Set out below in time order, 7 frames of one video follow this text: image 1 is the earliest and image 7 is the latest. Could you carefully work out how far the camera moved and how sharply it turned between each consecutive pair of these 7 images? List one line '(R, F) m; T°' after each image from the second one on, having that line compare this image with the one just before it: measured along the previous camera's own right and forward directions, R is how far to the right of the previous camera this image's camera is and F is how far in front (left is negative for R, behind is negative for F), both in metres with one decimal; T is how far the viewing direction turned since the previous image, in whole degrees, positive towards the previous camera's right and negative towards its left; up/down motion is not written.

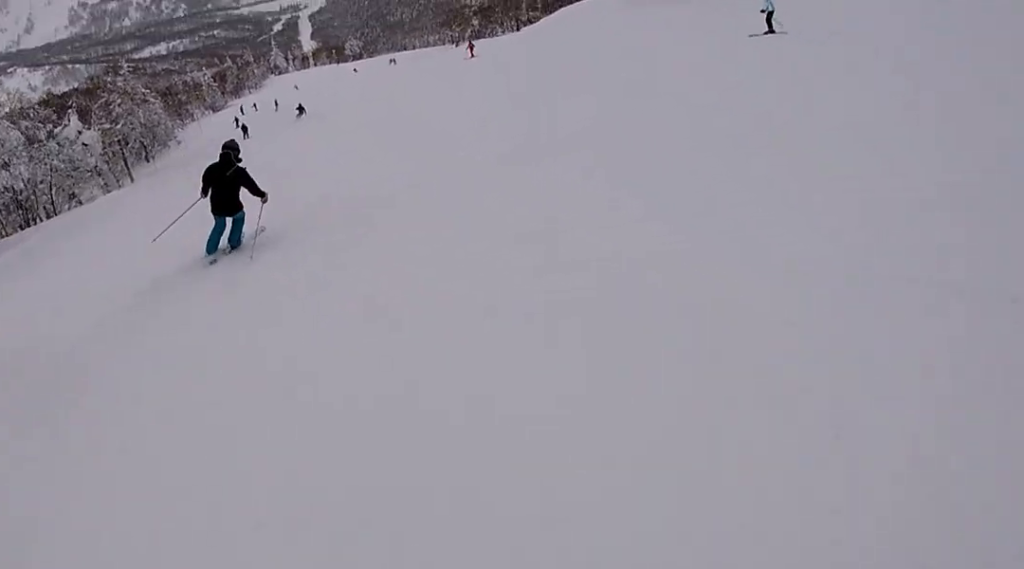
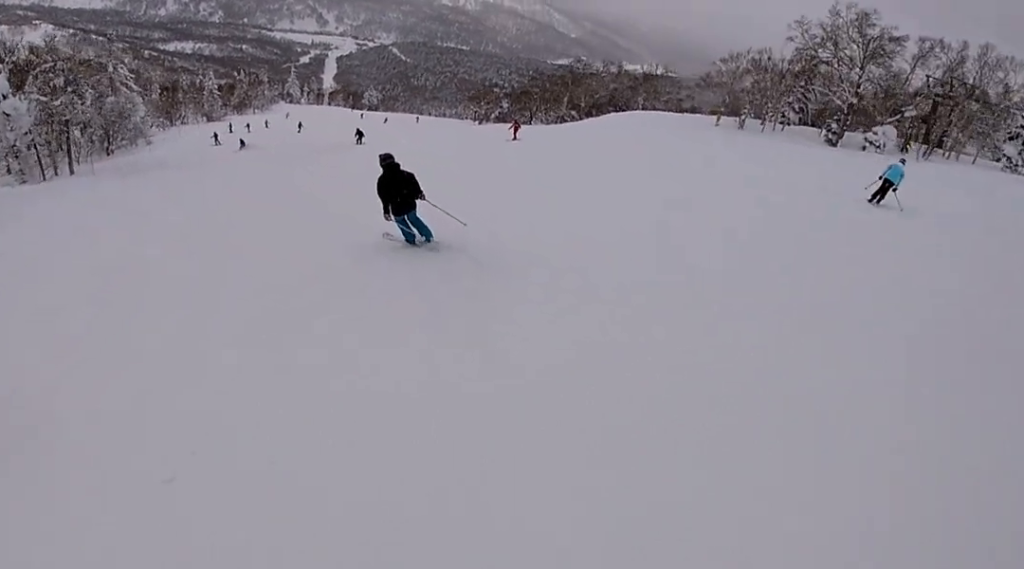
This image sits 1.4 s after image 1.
(+2.4, +13.6) m; -1°
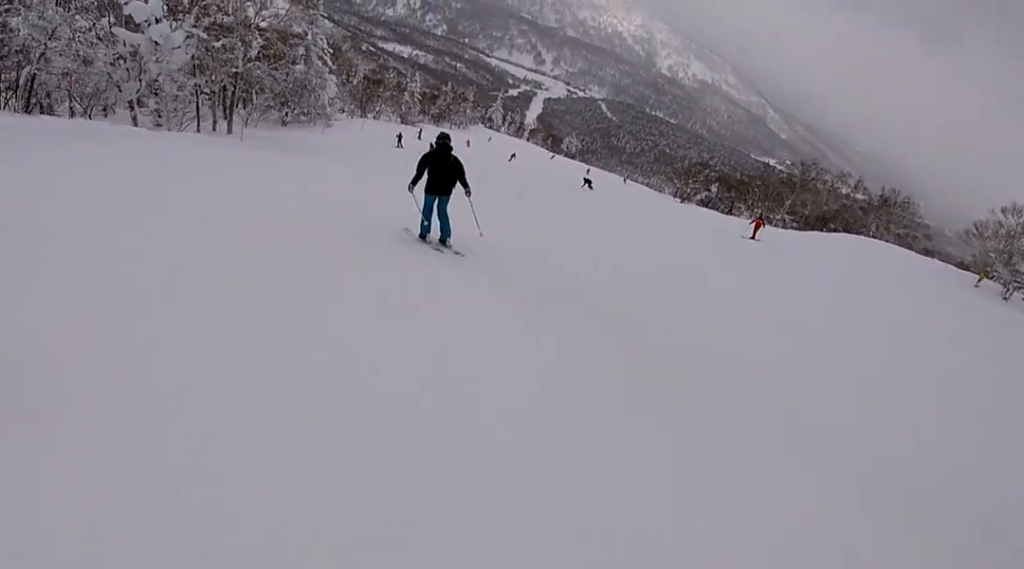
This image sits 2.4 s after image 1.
(-1.3, +9.6) m; -8°
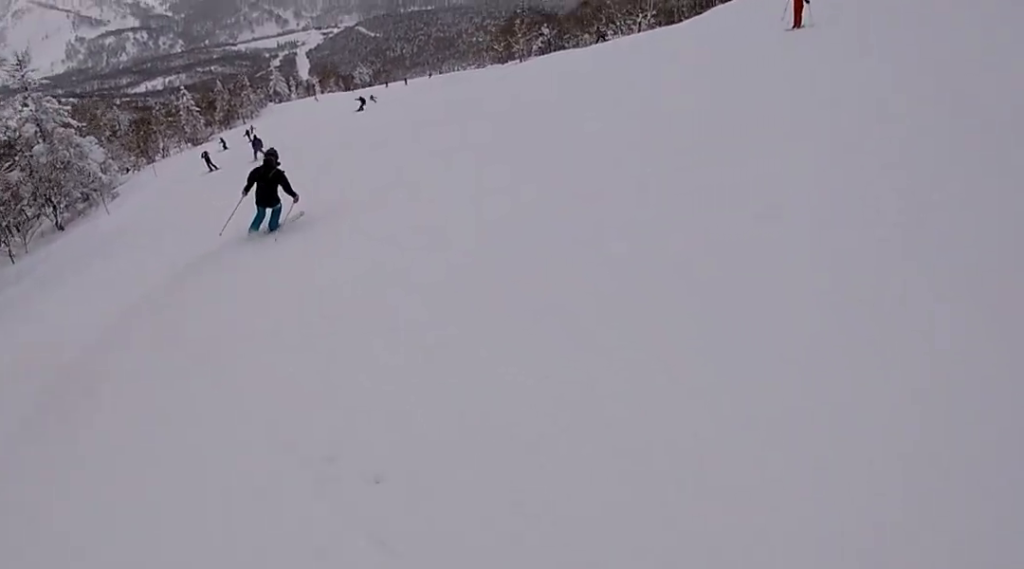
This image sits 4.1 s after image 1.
(+1.0, +17.1) m; +11°
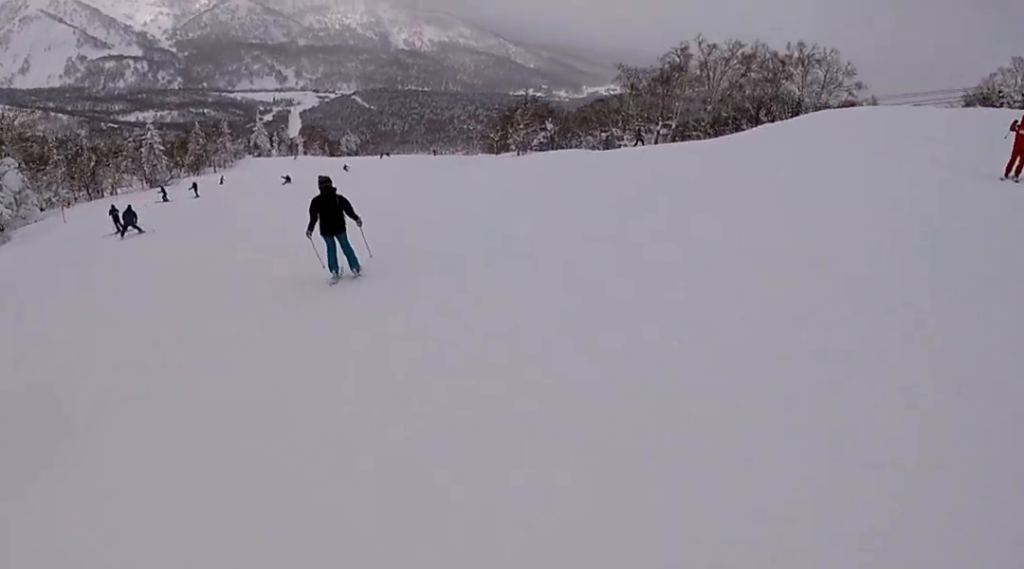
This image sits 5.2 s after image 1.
(+0.8, +11.8) m; +7°
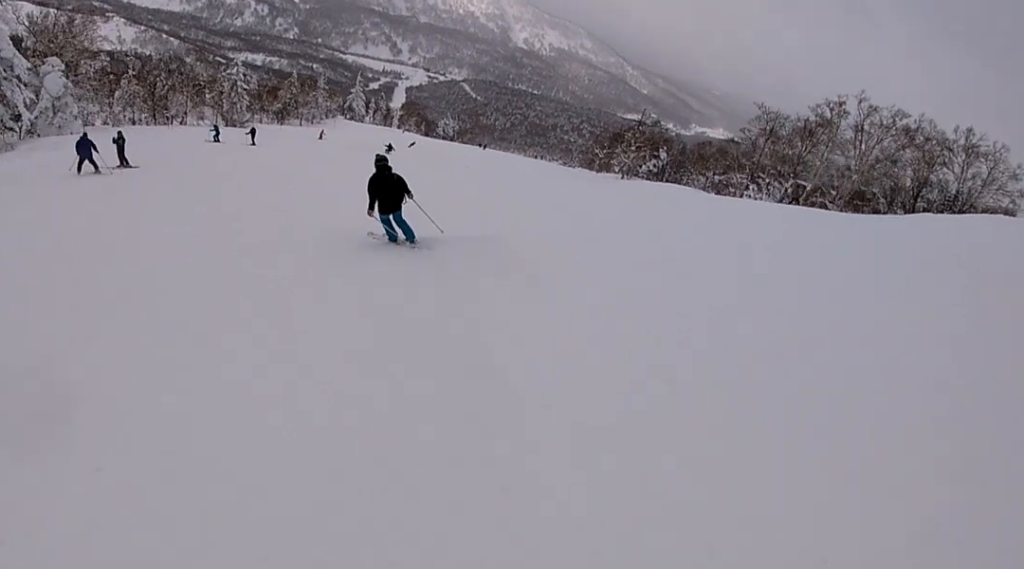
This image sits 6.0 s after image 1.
(+0.9, +8.0) m; 0°
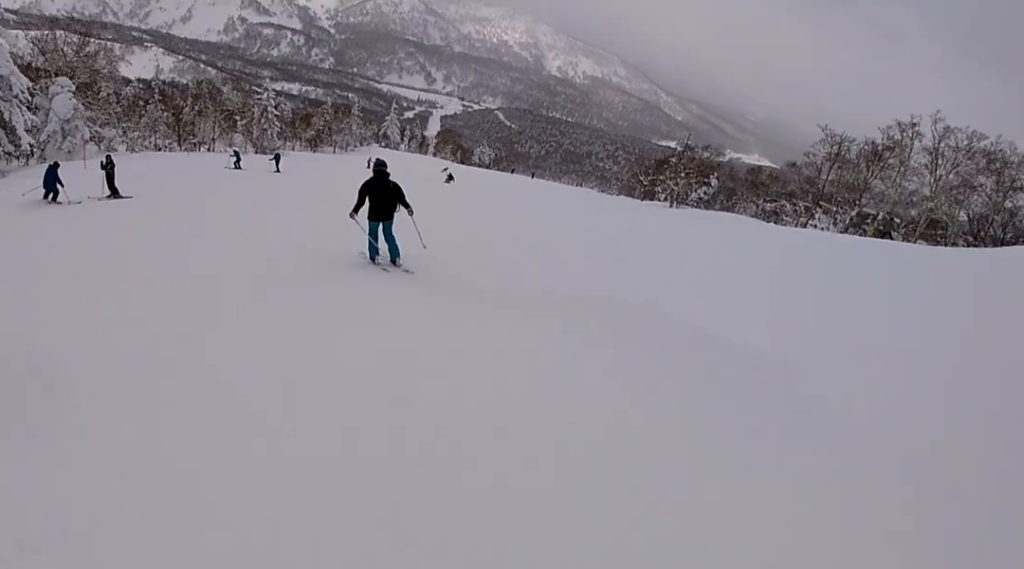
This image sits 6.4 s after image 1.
(-0.5, +4.8) m; -7°
